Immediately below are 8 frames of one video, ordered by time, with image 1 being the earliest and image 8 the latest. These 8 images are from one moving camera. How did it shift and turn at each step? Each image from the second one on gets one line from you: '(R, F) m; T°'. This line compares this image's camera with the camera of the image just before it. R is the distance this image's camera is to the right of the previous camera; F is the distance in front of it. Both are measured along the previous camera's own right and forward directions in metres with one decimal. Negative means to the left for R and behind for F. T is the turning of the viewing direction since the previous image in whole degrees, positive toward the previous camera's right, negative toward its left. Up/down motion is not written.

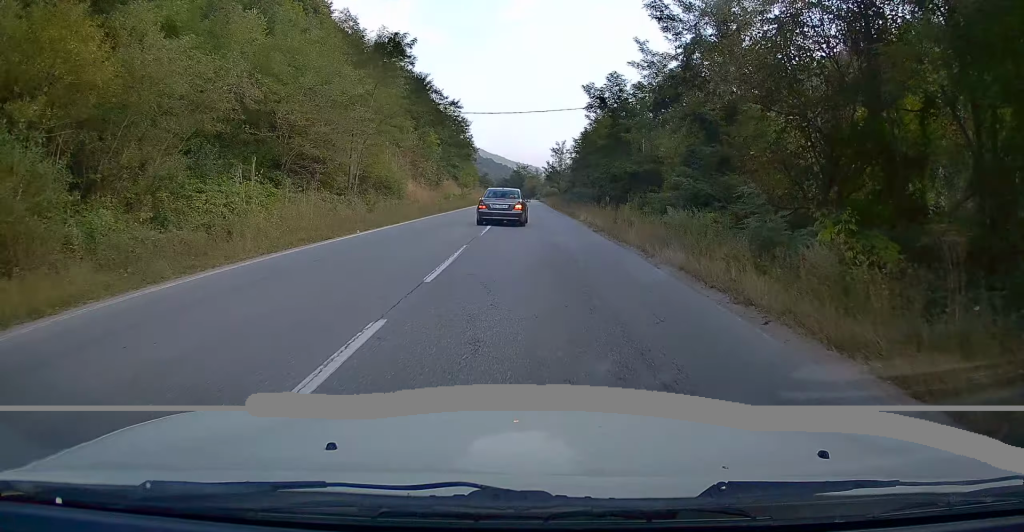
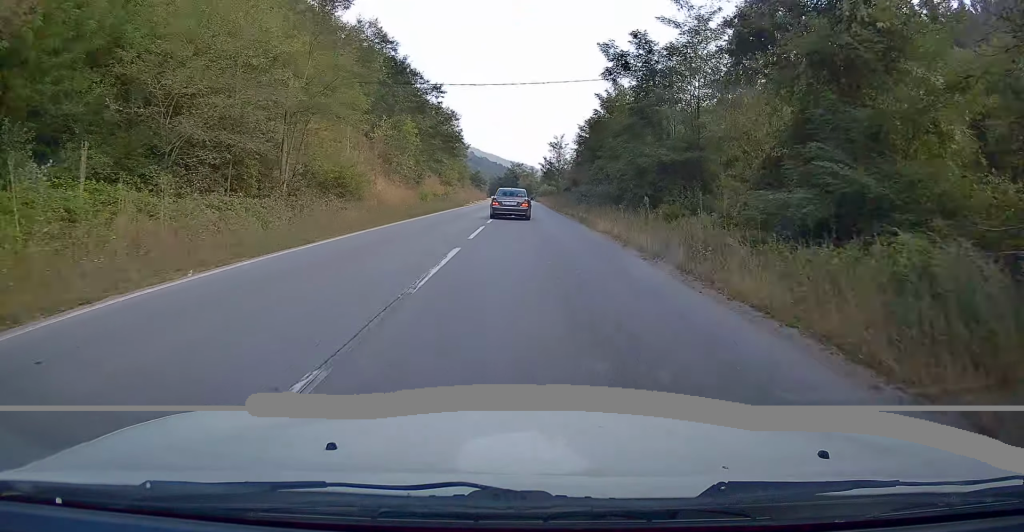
(0.0, +10.4) m; 0°
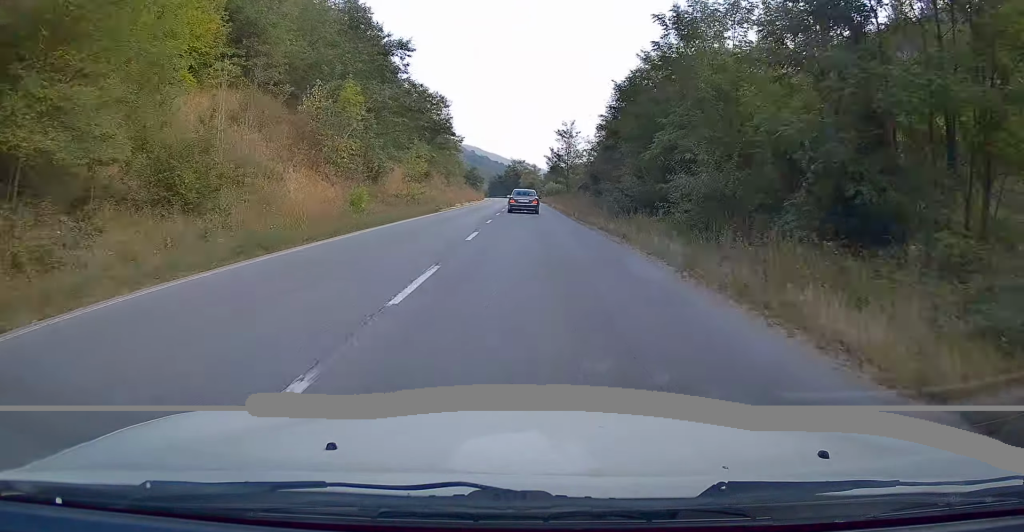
(0.0, +18.4) m; 0°
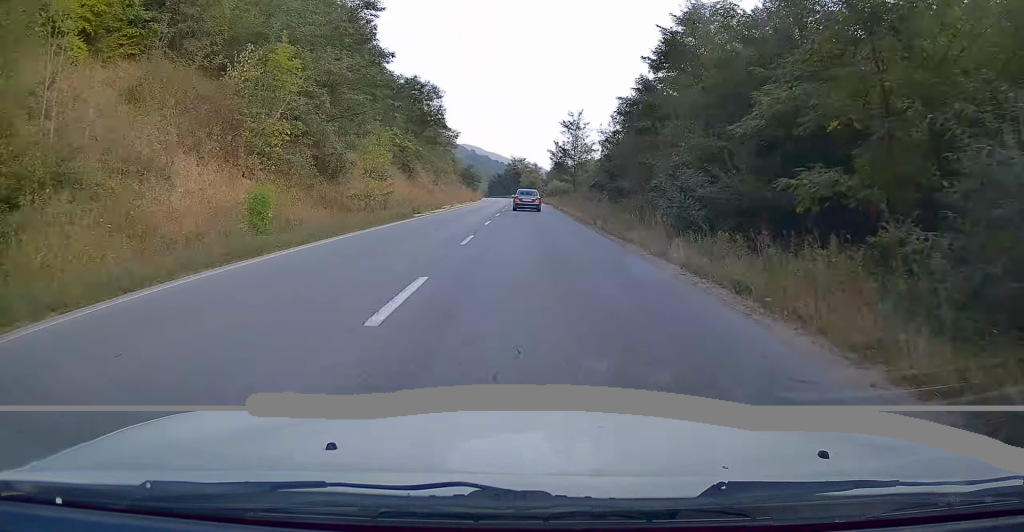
(0.0, +10.0) m; 0°
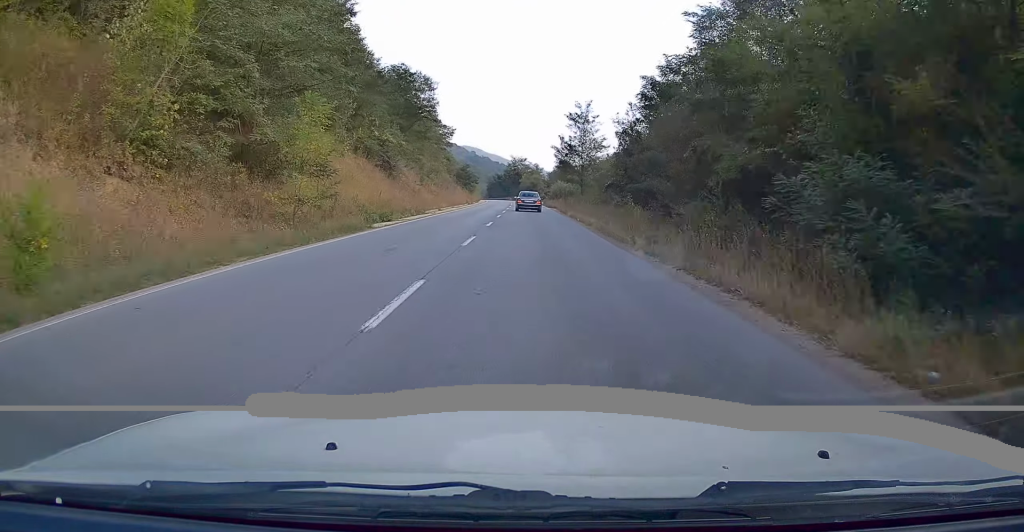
(0.0, +8.7) m; 0°
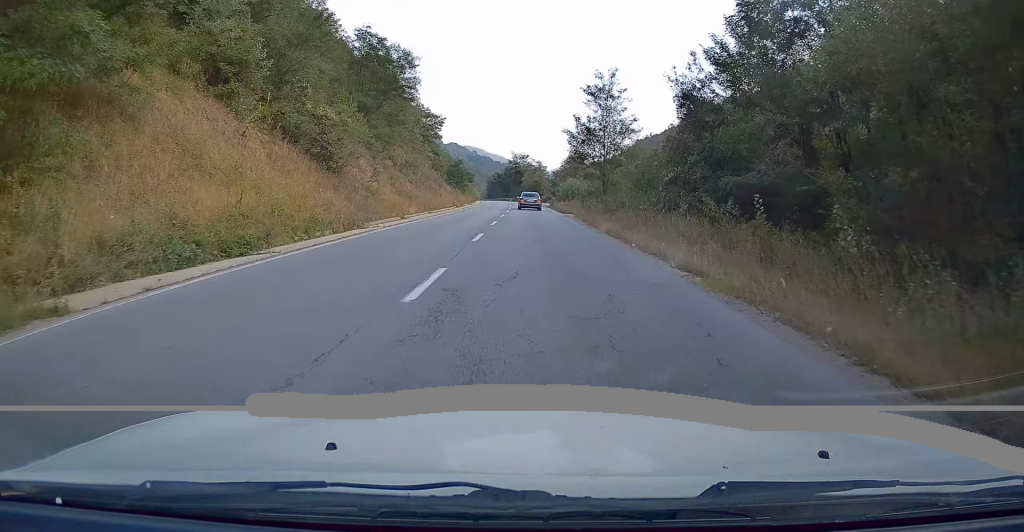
(0.0, +16.3) m; 0°
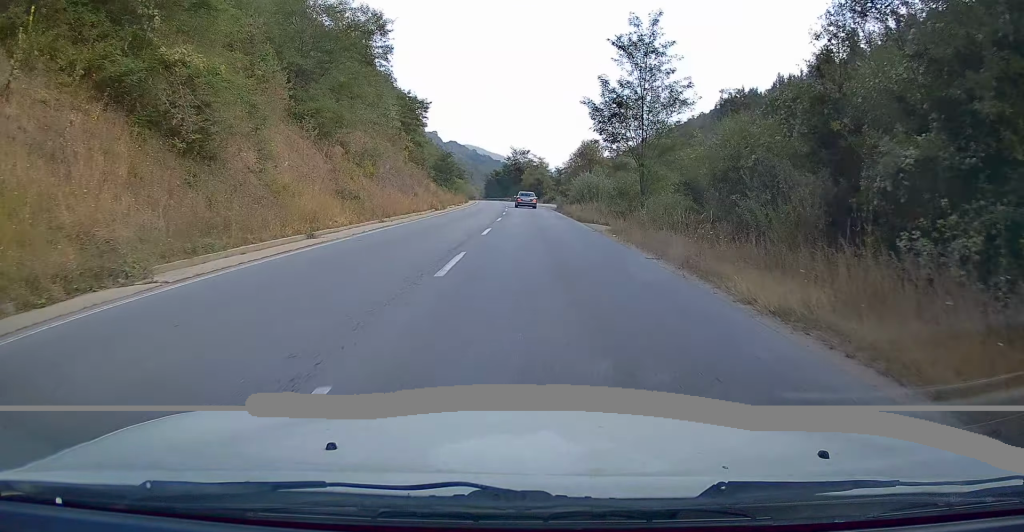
(0.0, +15.2) m; 0°
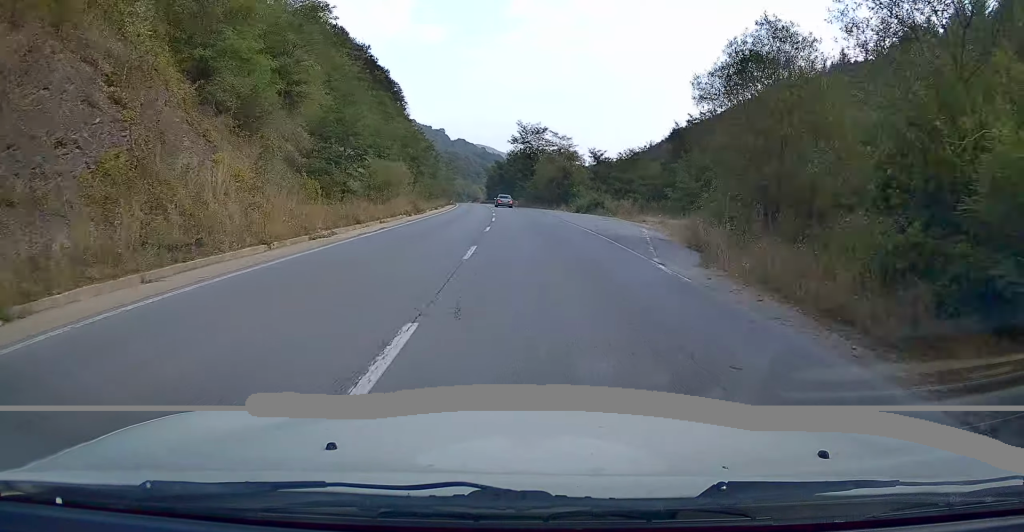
(-0.2, +51.3) m; -1°
